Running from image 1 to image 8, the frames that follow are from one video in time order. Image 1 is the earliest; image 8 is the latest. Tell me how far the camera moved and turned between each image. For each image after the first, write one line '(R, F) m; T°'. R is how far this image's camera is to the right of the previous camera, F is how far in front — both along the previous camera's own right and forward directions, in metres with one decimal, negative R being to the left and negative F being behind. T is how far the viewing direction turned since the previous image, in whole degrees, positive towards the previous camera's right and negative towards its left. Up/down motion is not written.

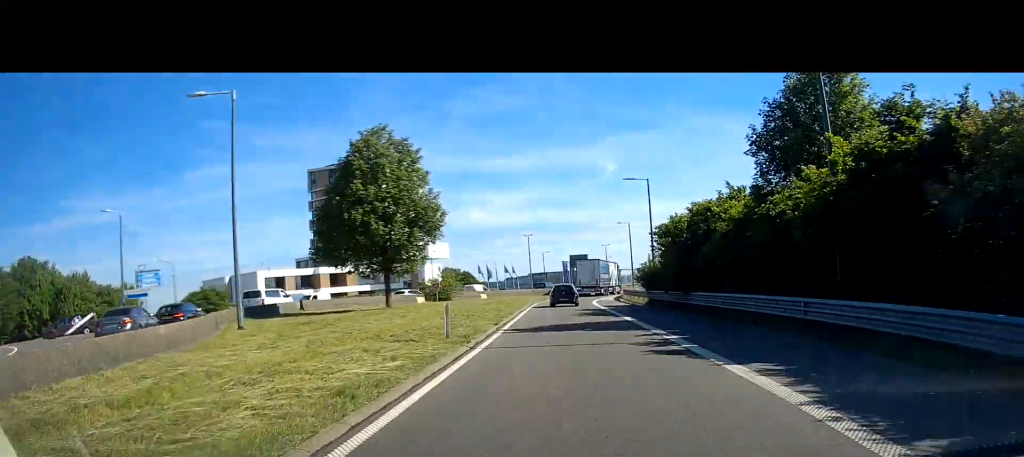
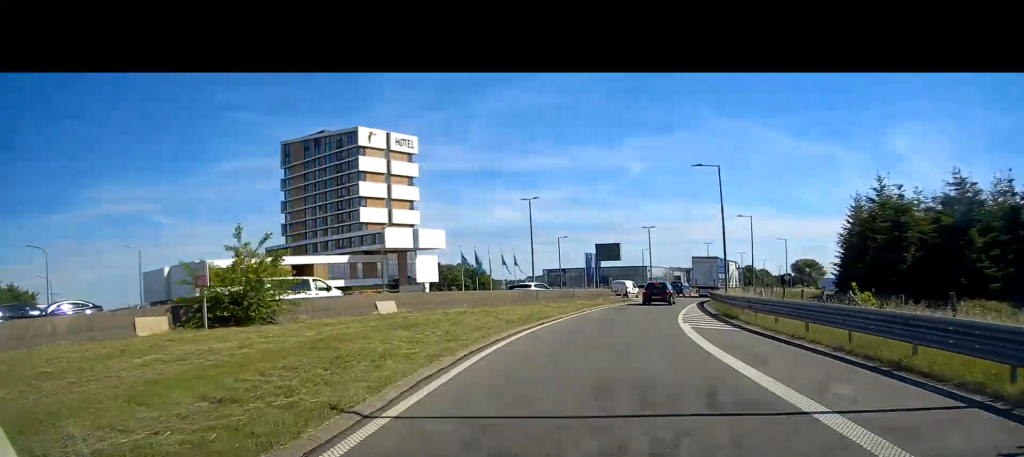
(-0.2, +36.3) m; 0°
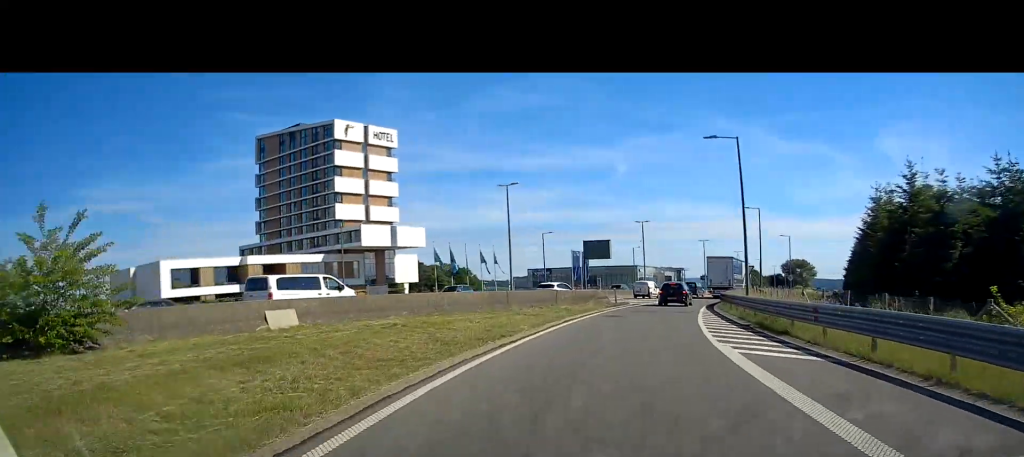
(0.0, +7.4) m; 0°
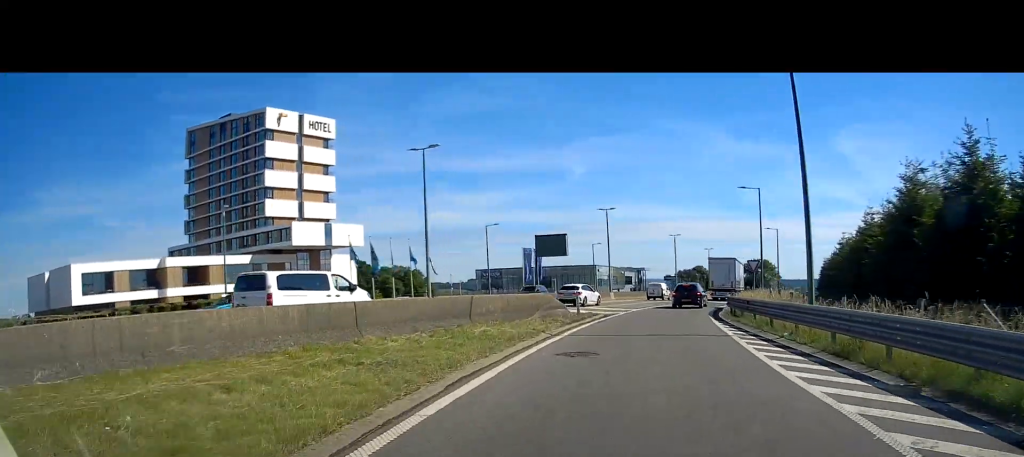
(0.0, +13.0) m; +1°
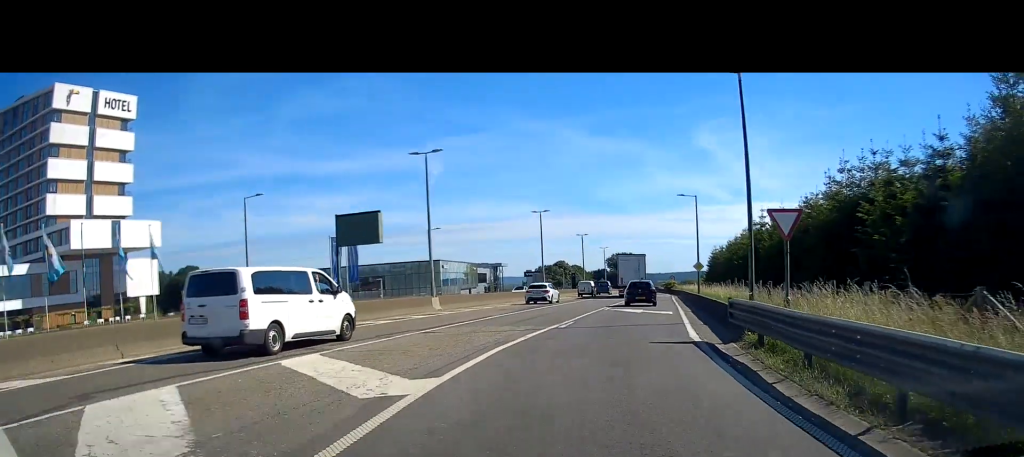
(+2.7, +25.6) m; +15°
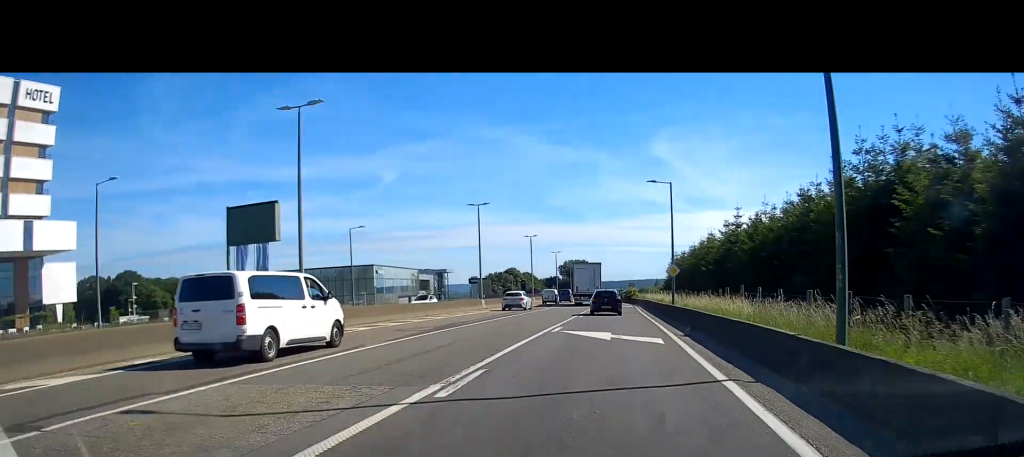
(+0.7, +11.0) m; +4°
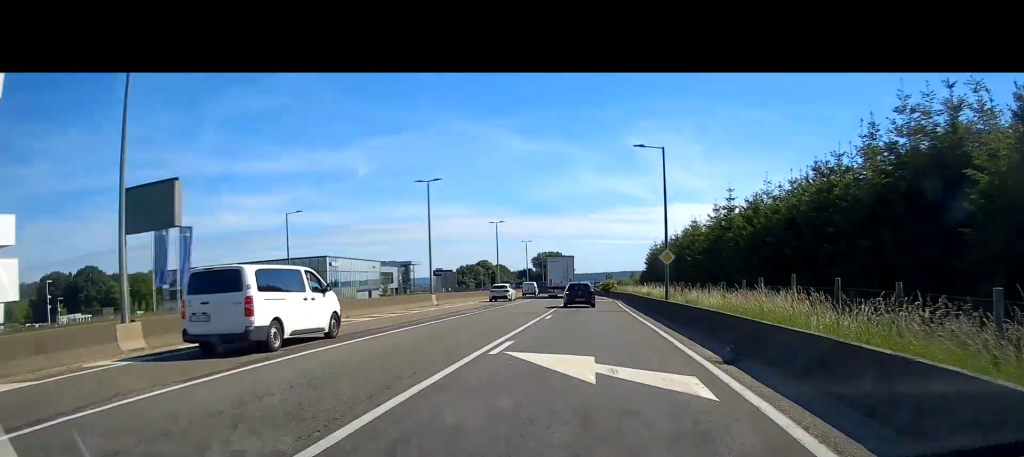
(+0.2, +9.0) m; +1°
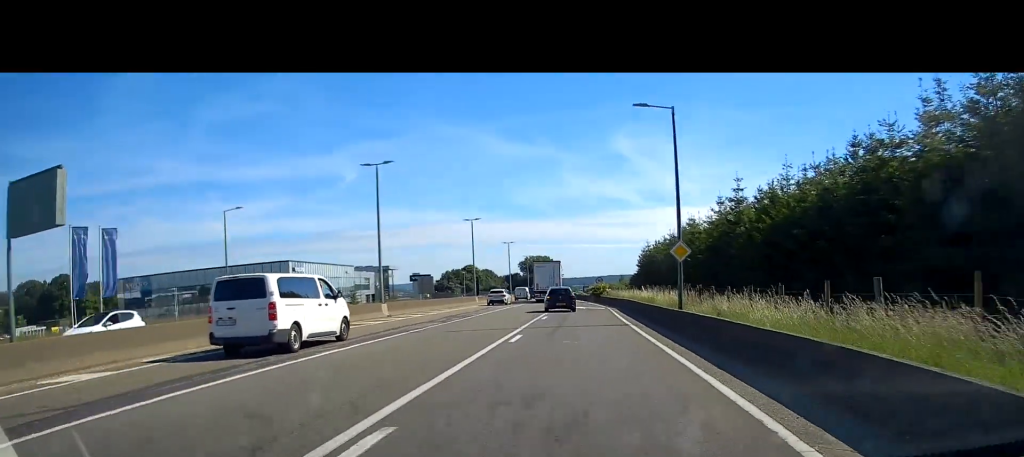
(+0.1, +8.9) m; 0°
